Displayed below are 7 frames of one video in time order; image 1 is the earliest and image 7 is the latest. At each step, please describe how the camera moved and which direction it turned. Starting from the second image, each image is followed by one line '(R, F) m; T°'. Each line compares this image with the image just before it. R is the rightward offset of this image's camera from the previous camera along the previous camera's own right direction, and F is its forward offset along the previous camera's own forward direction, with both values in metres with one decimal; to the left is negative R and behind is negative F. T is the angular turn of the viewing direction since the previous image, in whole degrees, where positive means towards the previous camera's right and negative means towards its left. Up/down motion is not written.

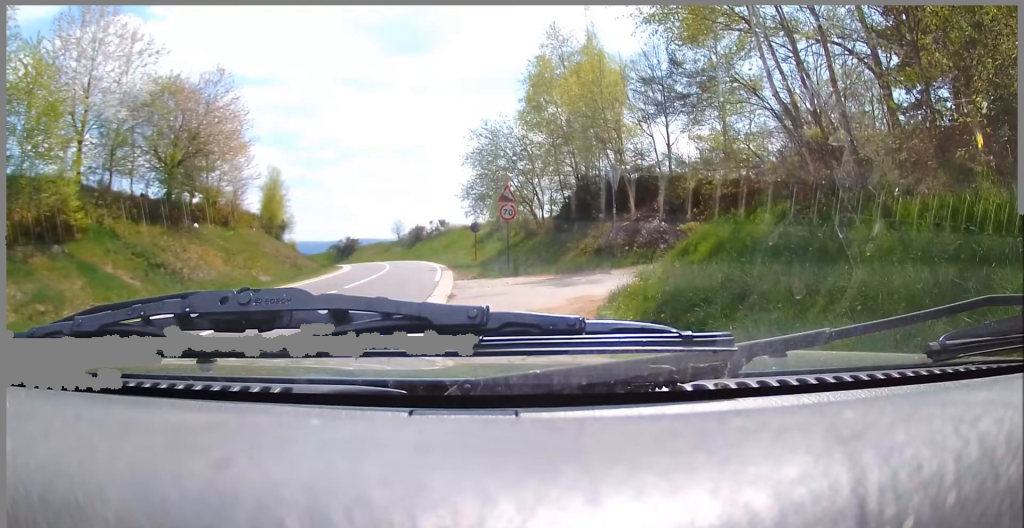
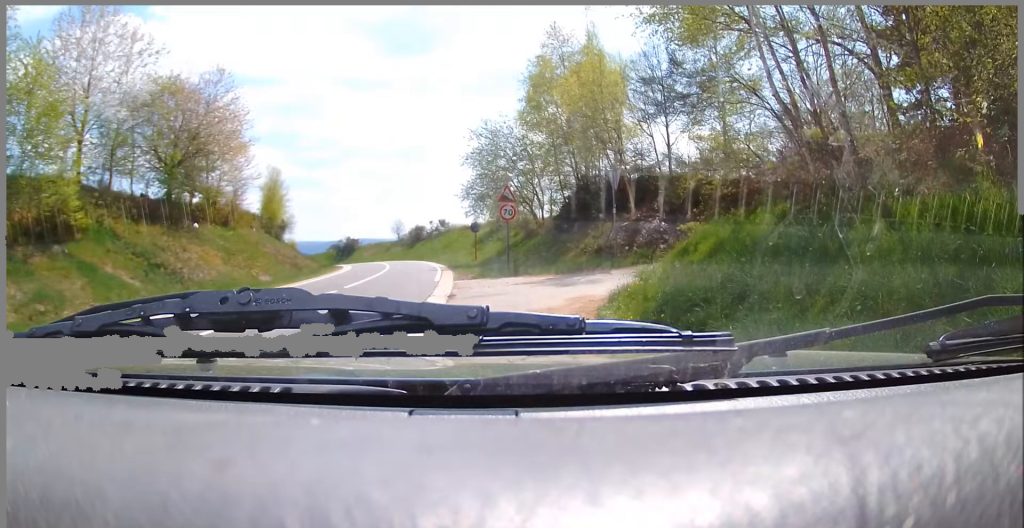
(+0.2, +0.7) m; 0°
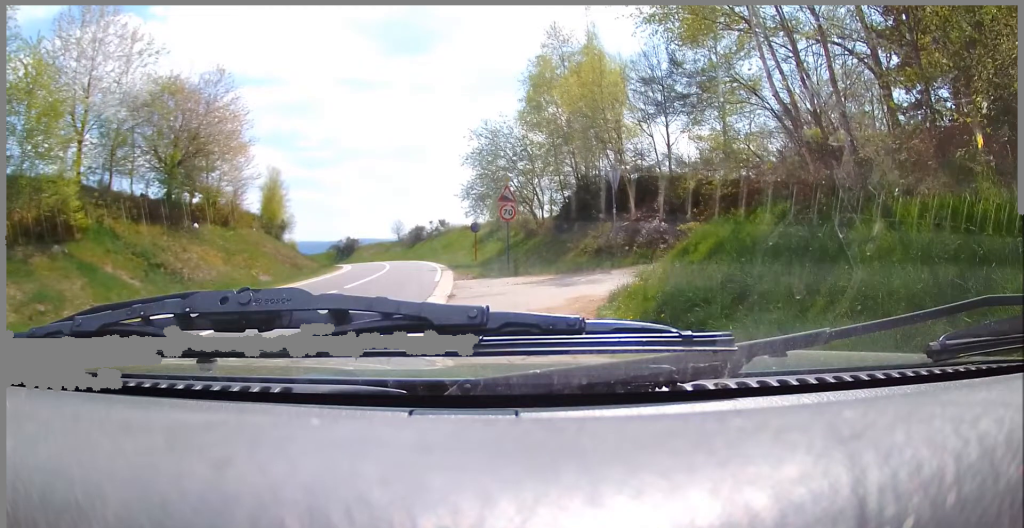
(0.0, +0.2) m; 0°
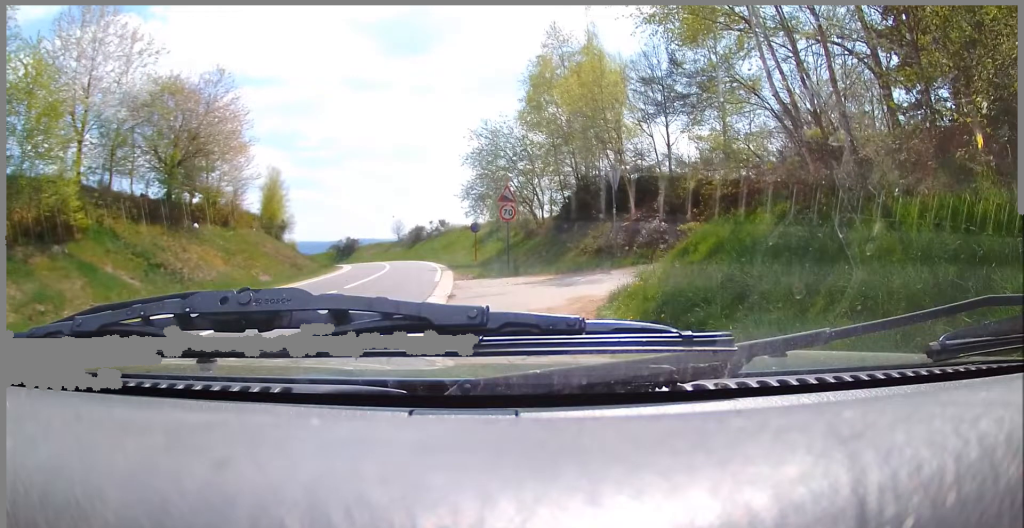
(0.0, 0.0) m; 0°
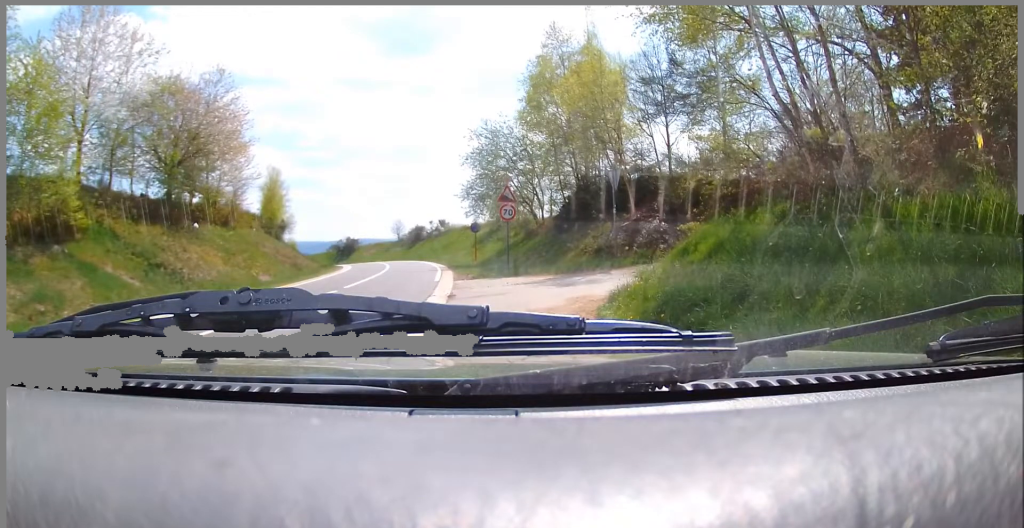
(-0.3, +0.6) m; 0°
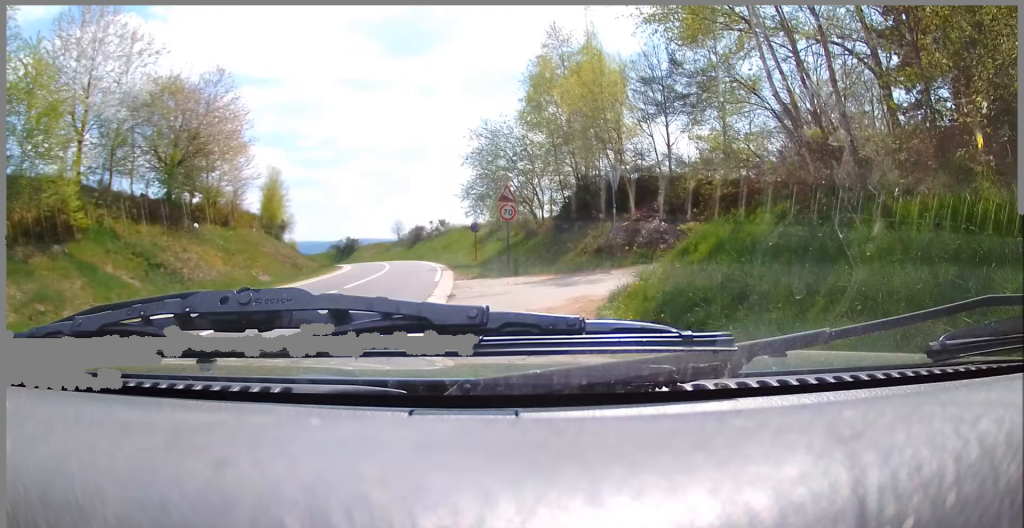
(-0.1, +0.7) m; 0°
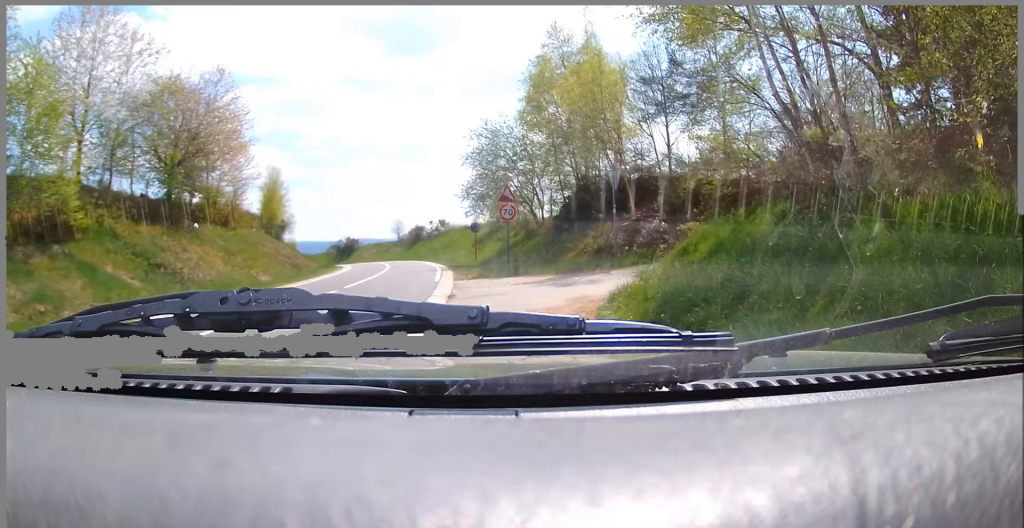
(+0.2, +0.8) m; 0°
